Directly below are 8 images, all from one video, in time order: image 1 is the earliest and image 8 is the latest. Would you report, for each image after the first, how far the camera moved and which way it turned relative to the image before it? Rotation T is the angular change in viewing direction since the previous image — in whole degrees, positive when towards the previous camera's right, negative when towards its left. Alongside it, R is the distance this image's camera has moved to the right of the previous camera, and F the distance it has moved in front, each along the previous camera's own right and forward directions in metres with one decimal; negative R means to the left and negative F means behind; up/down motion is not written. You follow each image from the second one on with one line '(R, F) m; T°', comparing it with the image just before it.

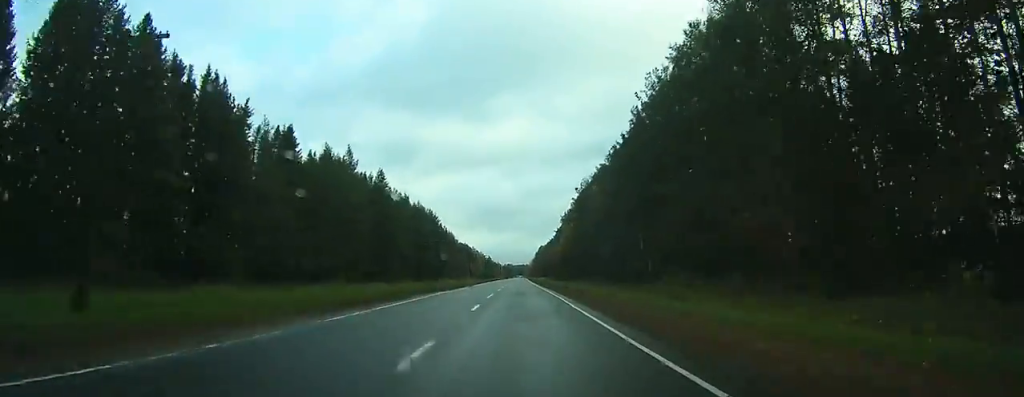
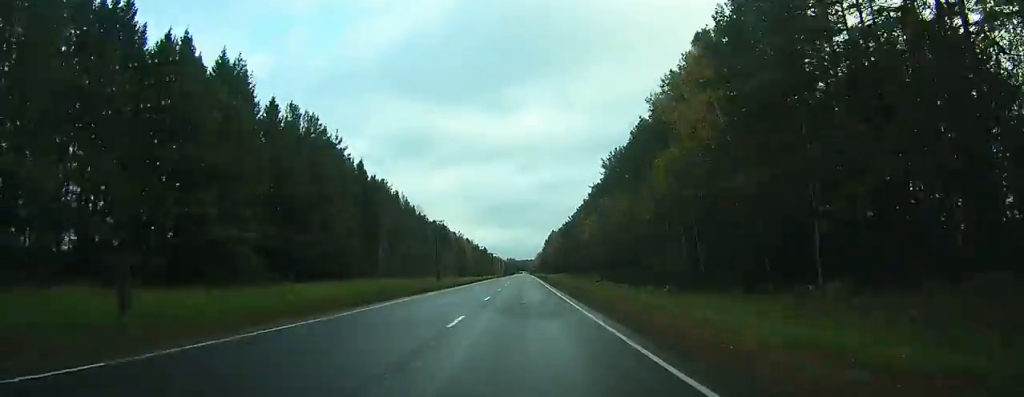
(0.0, +102.9) m; 0°
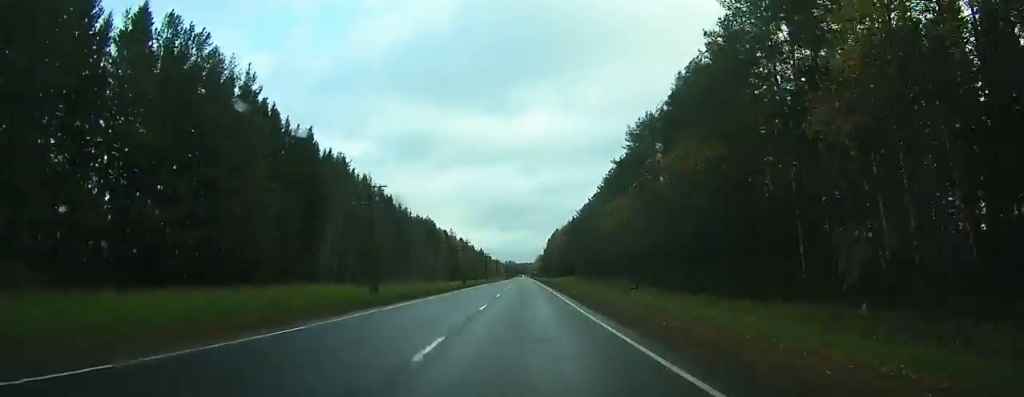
(+0.2, +28.7) m; 0°
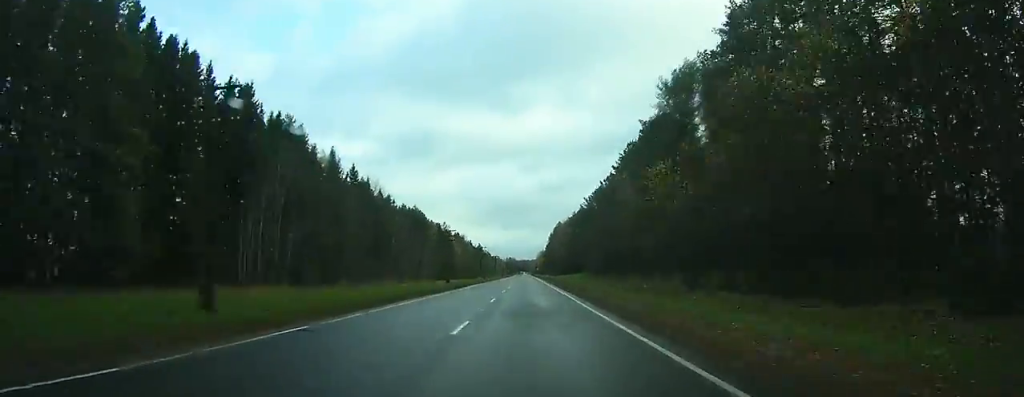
(+0.1, +21.1) m; 0°
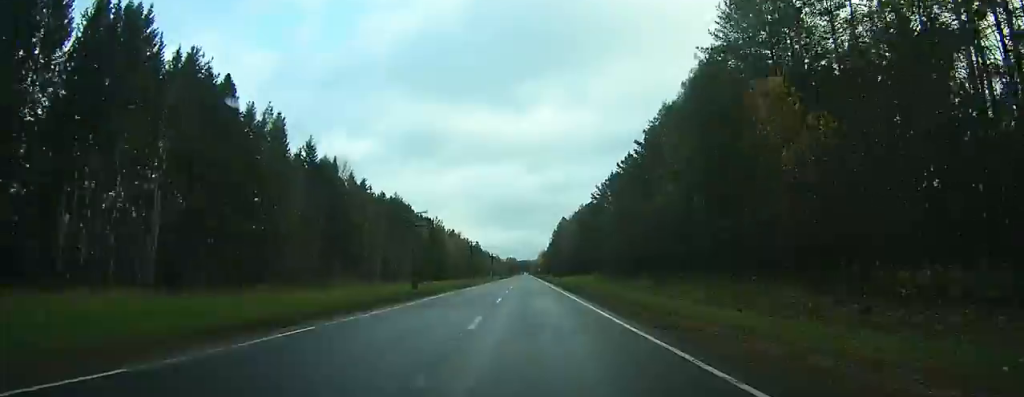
(0.0, +22.5) m; 0°
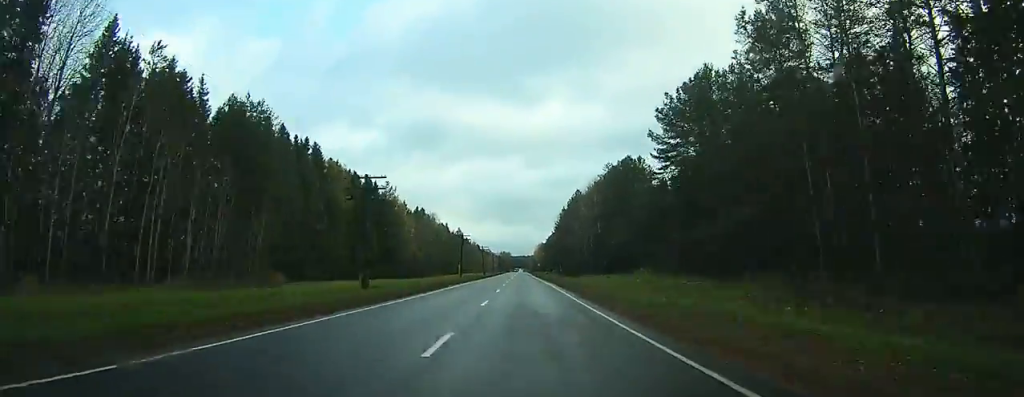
(-0.2, +65.6) m; -1°
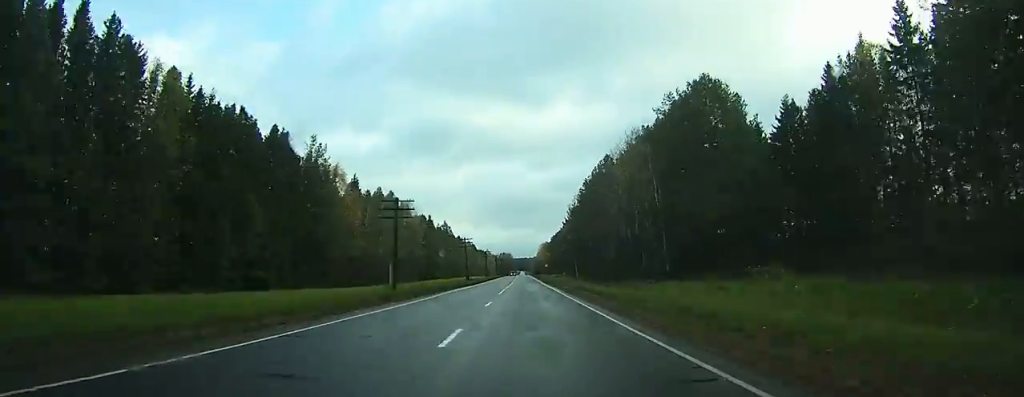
(-0.6, +47.2) m; 0°
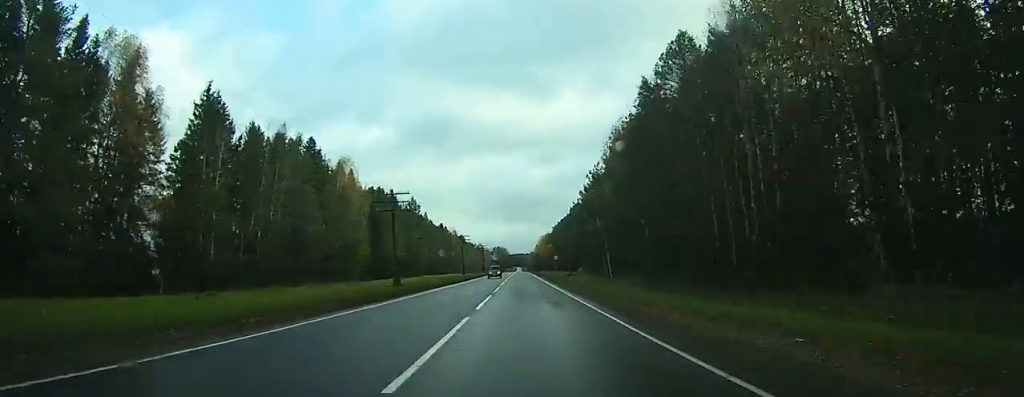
(+1.1, +52.5) m; +1°
